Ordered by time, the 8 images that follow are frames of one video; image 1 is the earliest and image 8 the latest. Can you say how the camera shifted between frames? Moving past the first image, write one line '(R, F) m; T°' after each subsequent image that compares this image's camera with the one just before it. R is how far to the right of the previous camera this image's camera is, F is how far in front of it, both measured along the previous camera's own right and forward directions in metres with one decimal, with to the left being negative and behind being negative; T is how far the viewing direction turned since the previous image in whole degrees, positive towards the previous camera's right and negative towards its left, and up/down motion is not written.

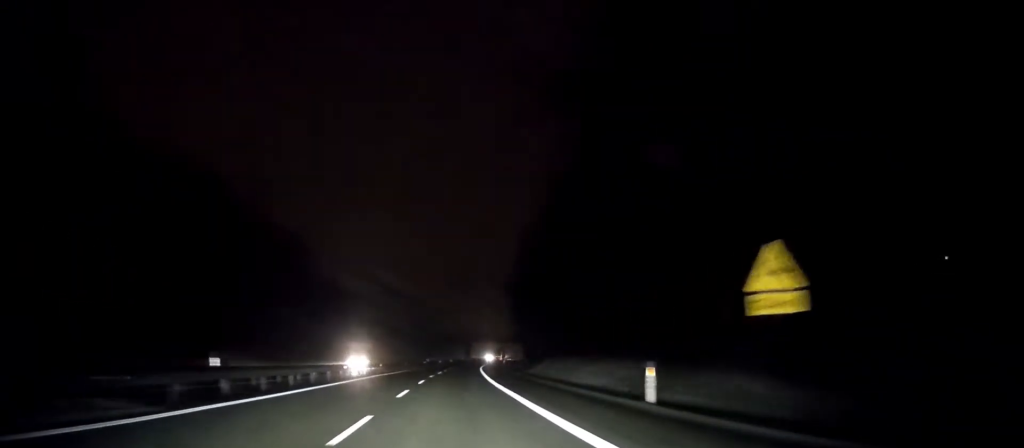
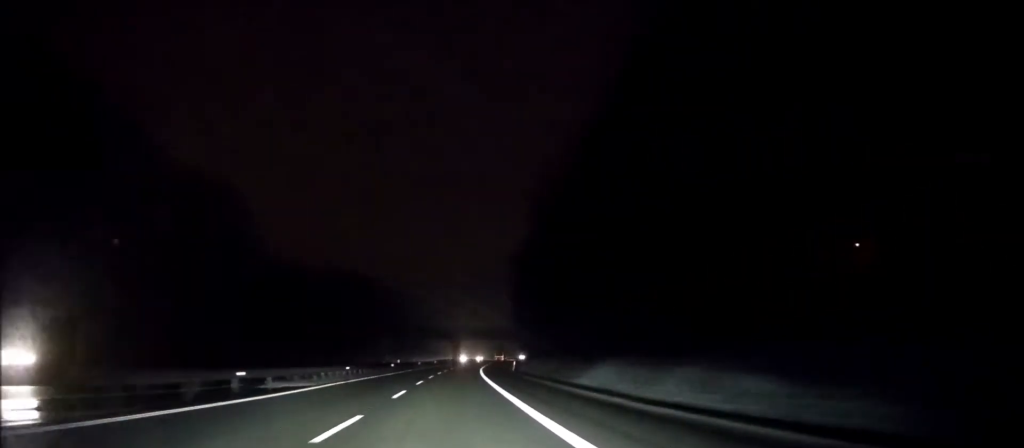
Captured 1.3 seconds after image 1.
(+0.6, +34.5) m; +2°
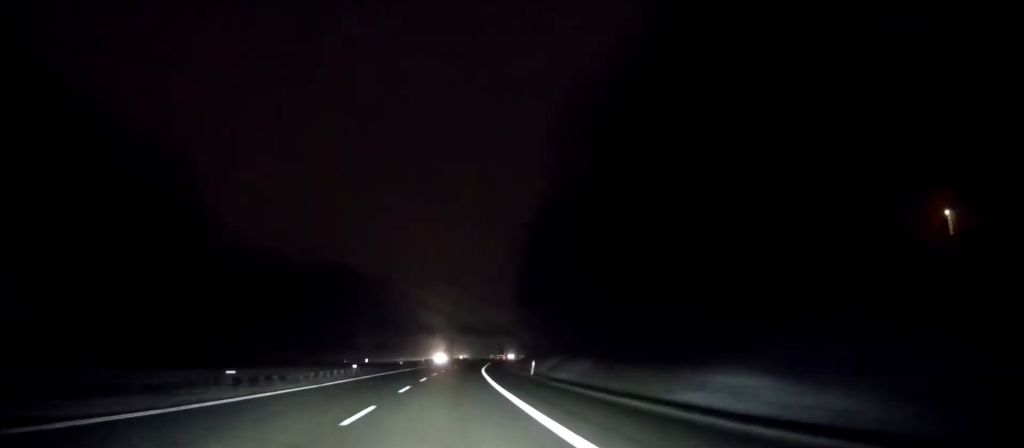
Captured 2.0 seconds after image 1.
(+0.2, +20.8) m; +1°
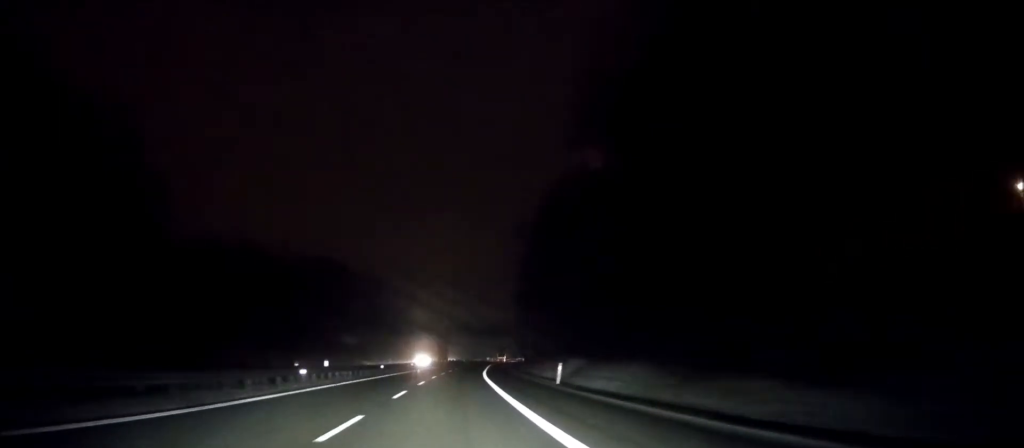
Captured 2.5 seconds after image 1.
(0.0, +13.6) m; 0°
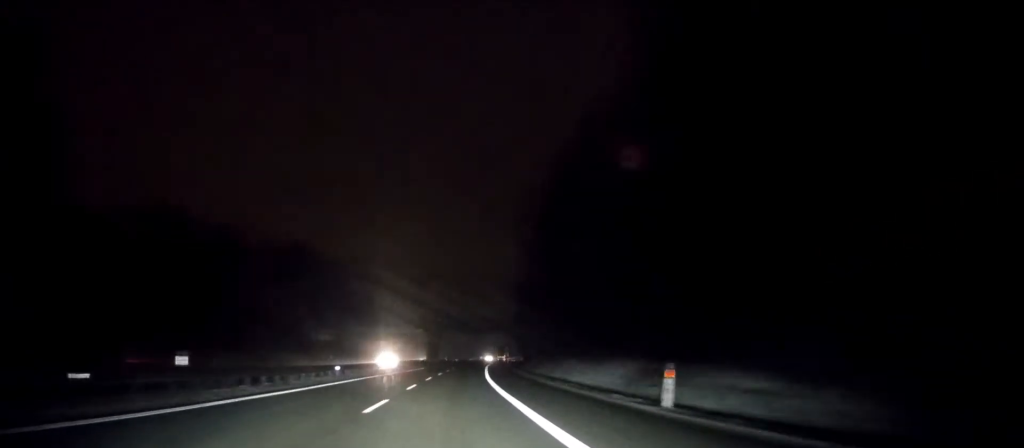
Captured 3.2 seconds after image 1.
(+0.1, +18.0) m; +1°
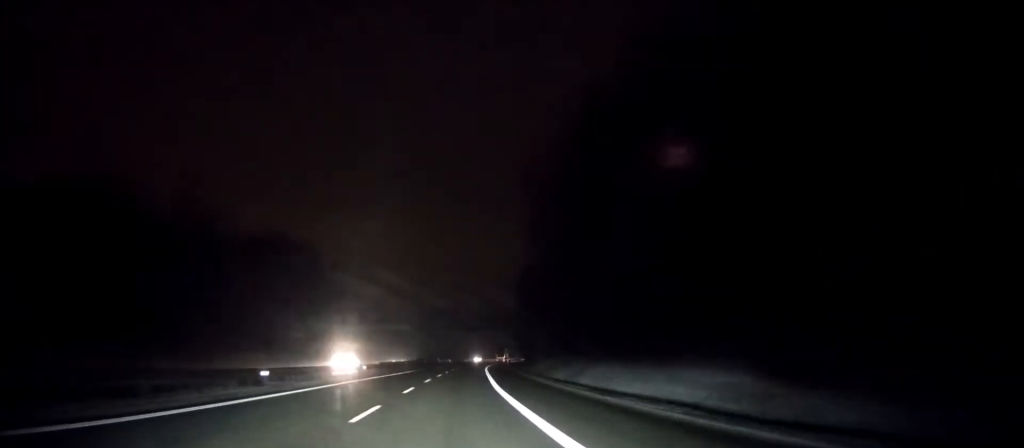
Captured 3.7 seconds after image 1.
(0.0, +13.5) m; +1°
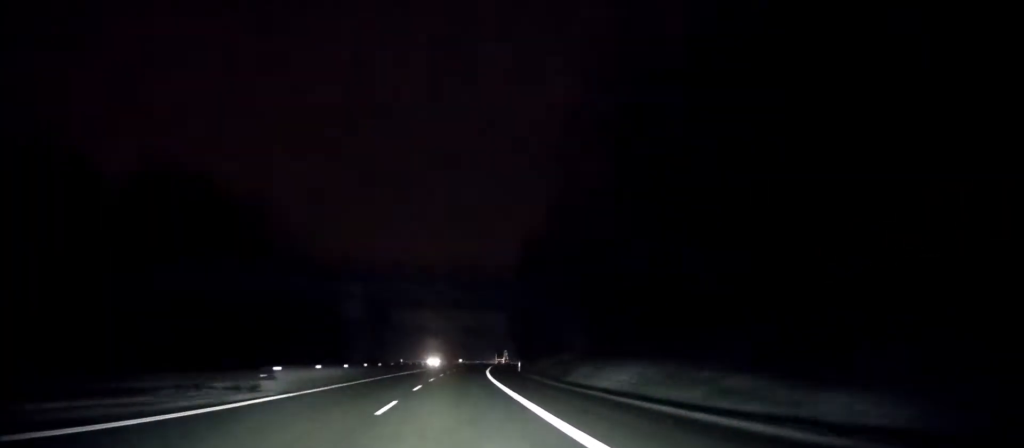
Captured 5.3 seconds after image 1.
(+1.0, +44.1) m; +2°
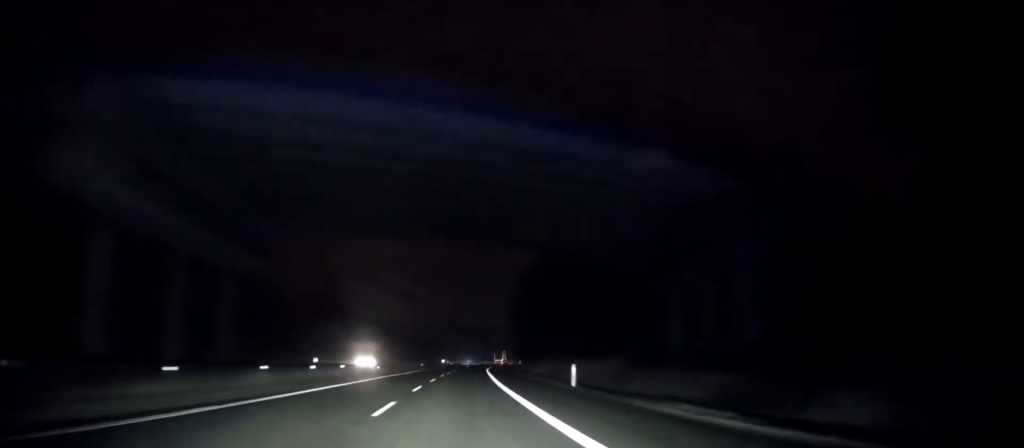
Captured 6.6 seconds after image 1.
(+0.3, +35.0) m; +1°
